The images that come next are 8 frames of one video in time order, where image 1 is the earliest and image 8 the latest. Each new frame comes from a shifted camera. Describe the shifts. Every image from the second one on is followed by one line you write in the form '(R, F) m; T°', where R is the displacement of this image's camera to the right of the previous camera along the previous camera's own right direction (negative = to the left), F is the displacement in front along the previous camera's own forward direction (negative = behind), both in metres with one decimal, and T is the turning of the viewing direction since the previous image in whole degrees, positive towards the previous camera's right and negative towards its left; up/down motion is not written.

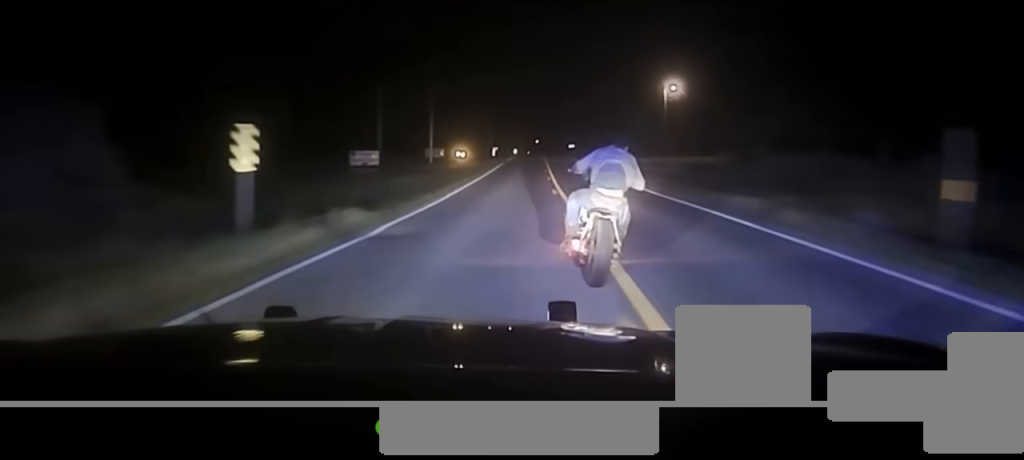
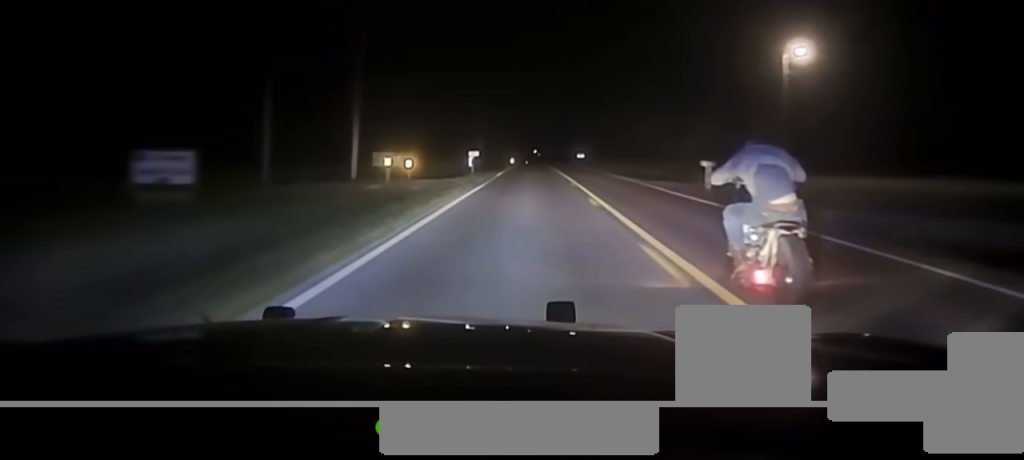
(-0.1, +38.5) m; 0°
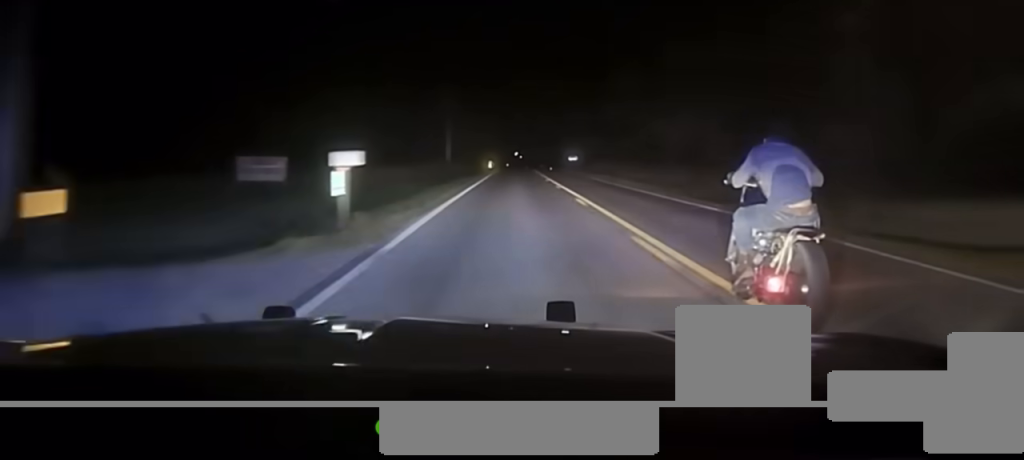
(+0.3, +32.7) m; +1°
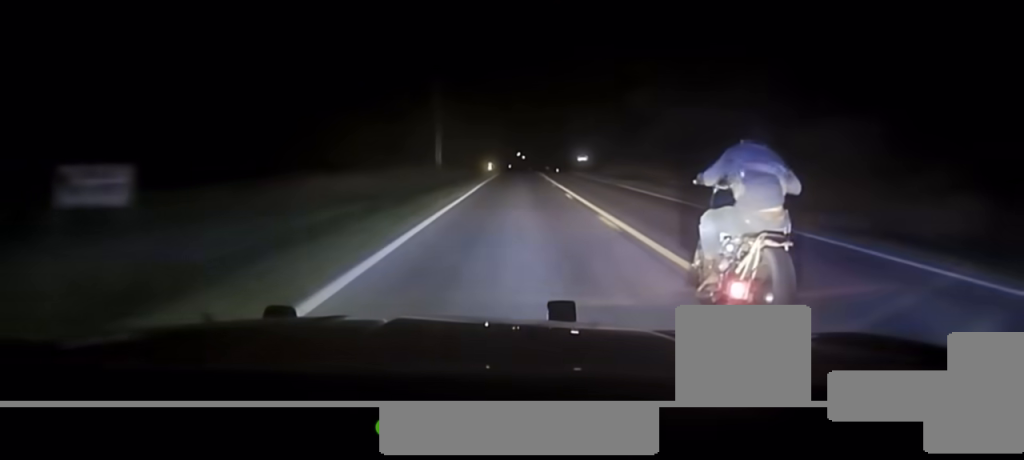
(+0.1, +18.6) m; 0°
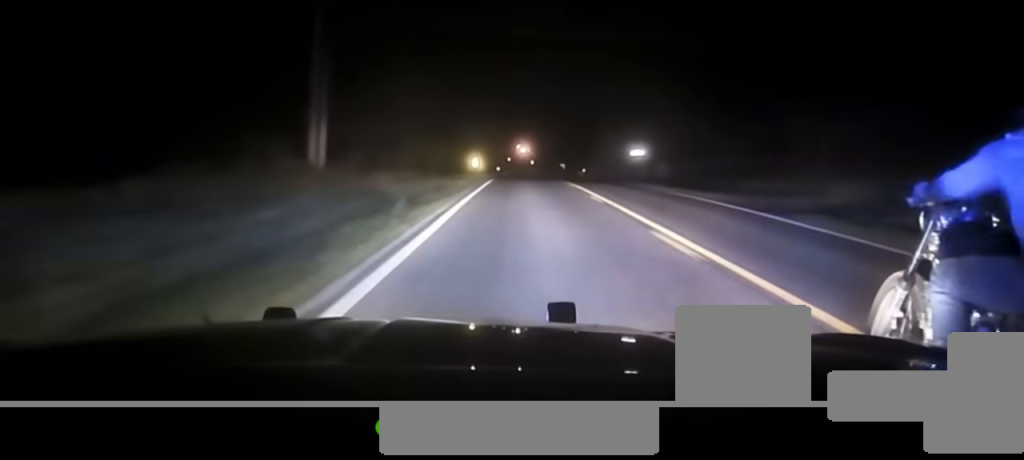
(+0.1, +72.0) m; 0°
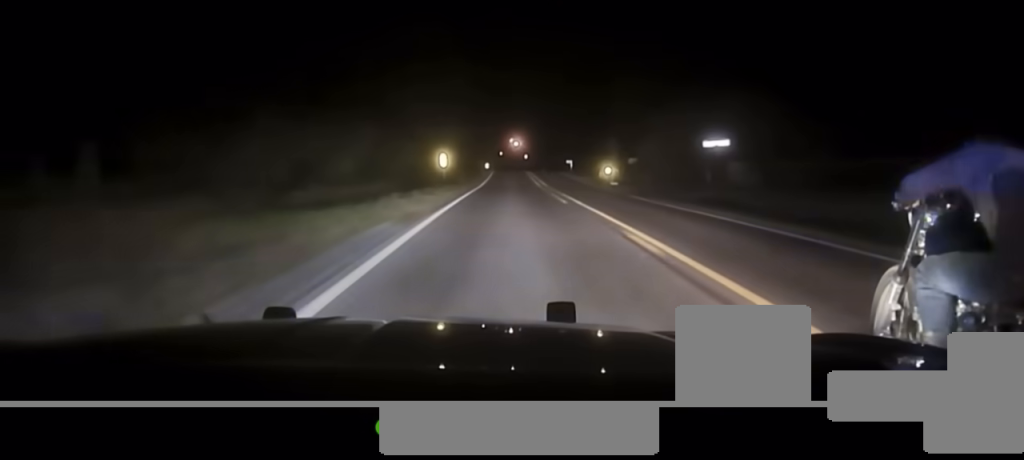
(+0.1, +38.0) m; 0°
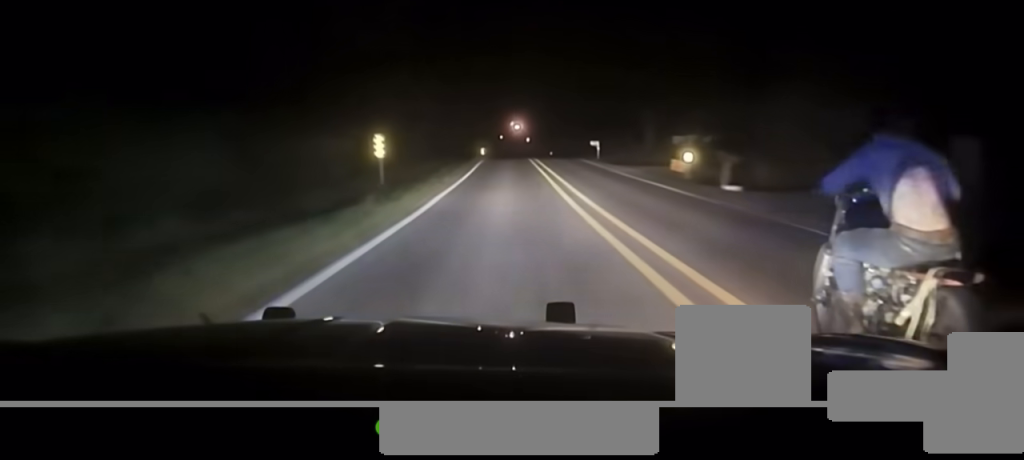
(0.0, +33.6) m; 0°
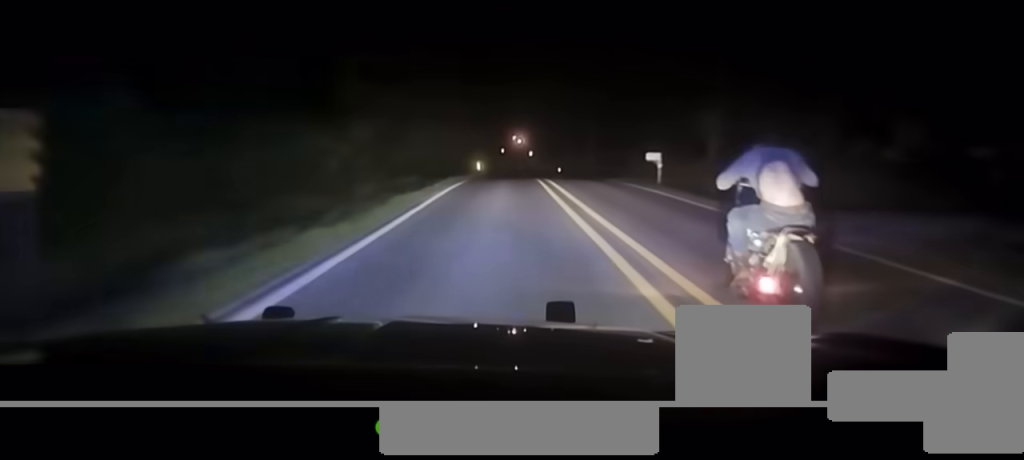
(0.0, +29.4) m; 0°
